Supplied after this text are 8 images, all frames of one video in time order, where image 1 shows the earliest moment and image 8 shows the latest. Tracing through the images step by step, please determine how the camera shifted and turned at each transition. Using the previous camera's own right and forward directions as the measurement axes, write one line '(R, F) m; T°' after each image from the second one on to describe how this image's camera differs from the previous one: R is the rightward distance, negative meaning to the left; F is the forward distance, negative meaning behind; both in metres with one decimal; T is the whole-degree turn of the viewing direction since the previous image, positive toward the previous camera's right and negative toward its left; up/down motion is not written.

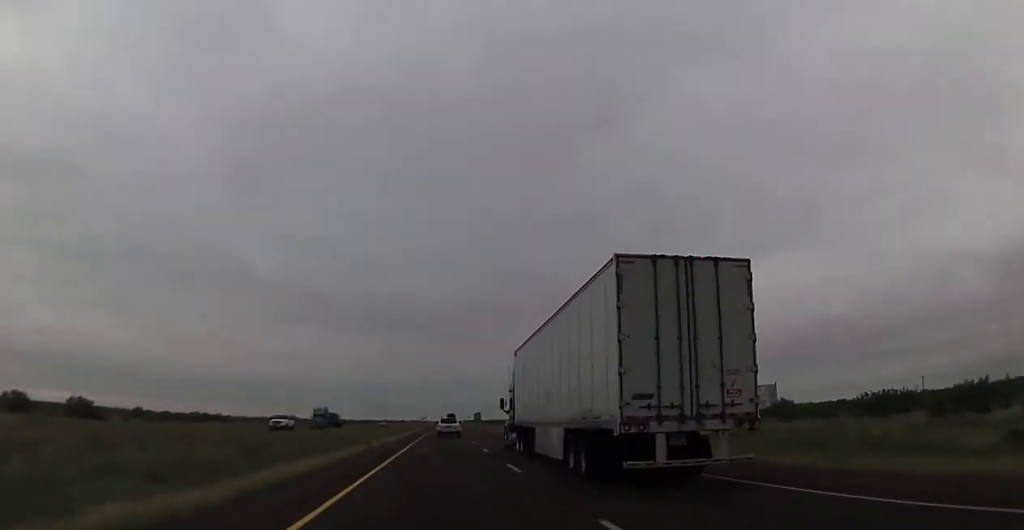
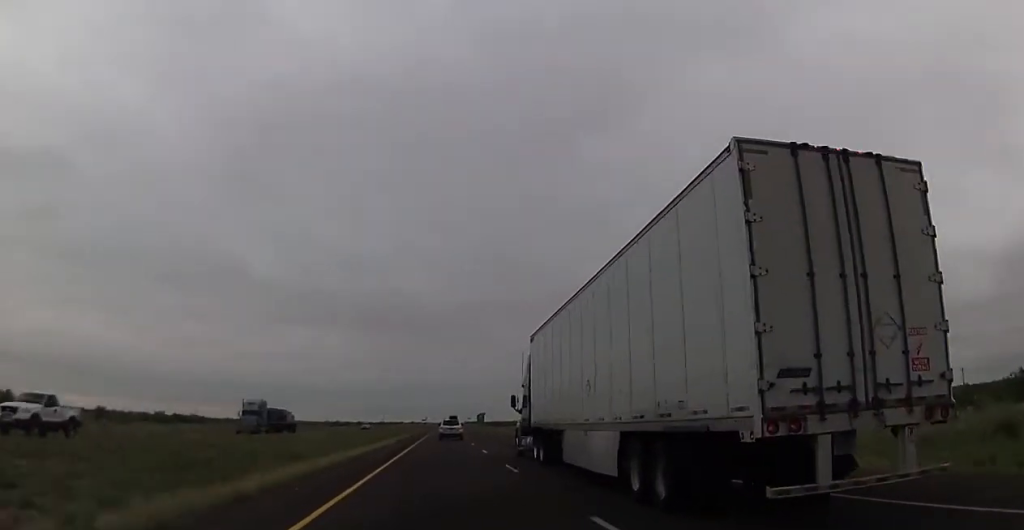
(+0.1, +23.7) m; 0°
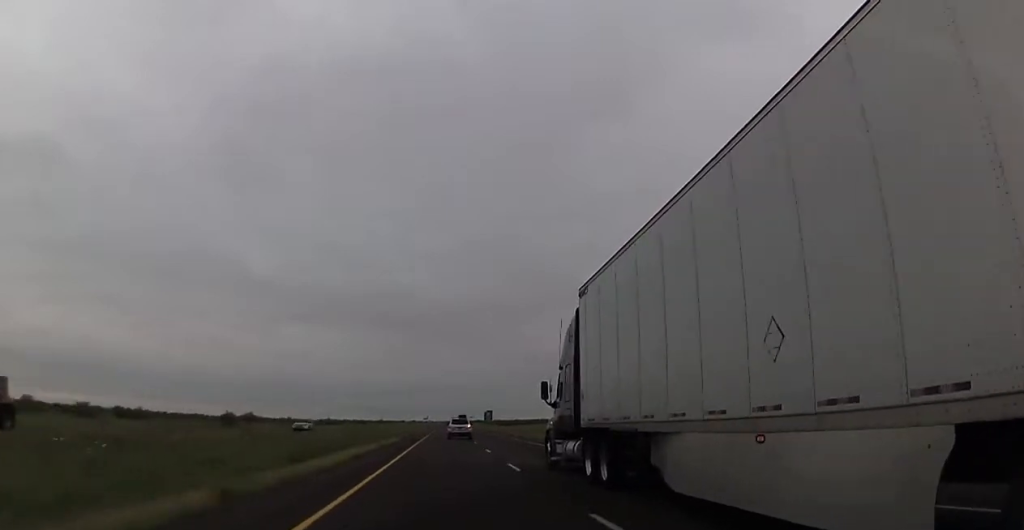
(-0.2, +36.1) m; -1°
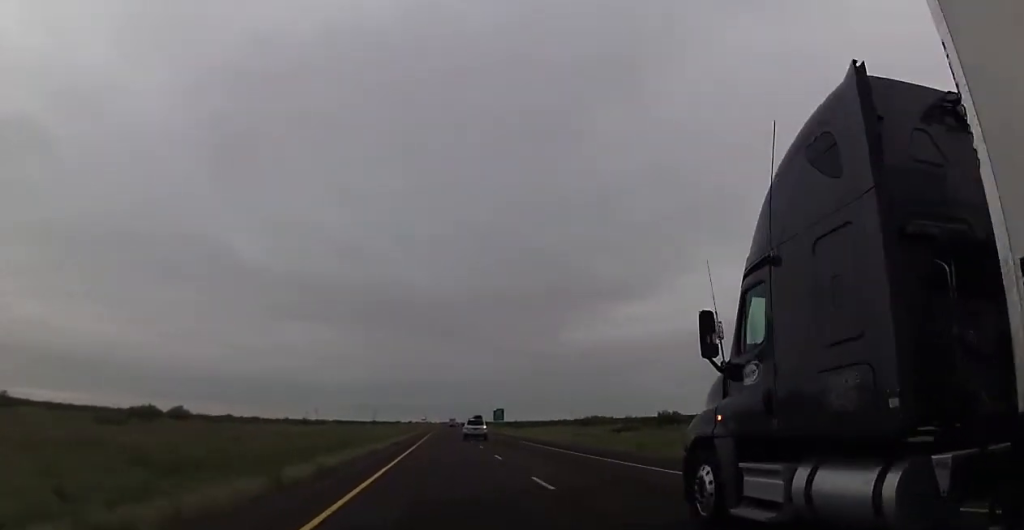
(0.0, +53.4) m; 0°
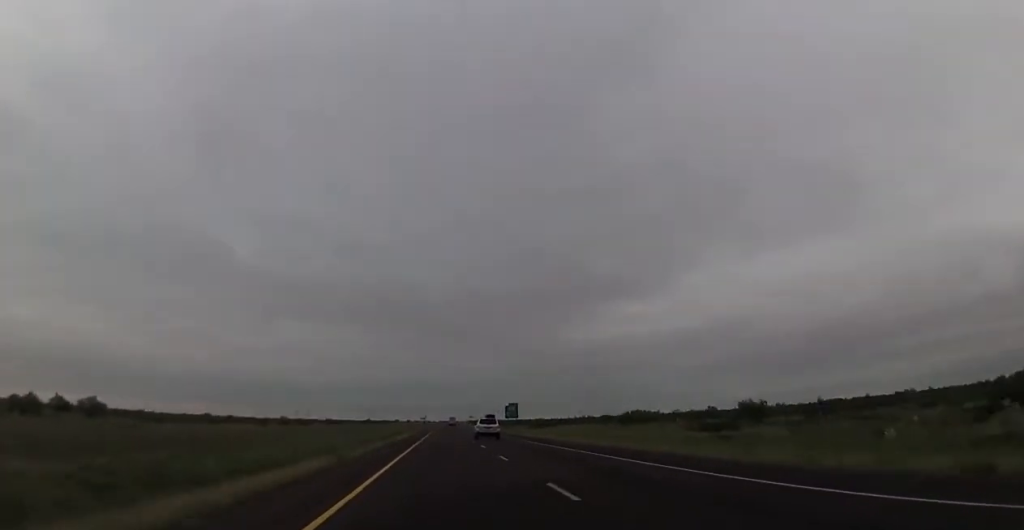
(-0.3, +38.6) m; 0°
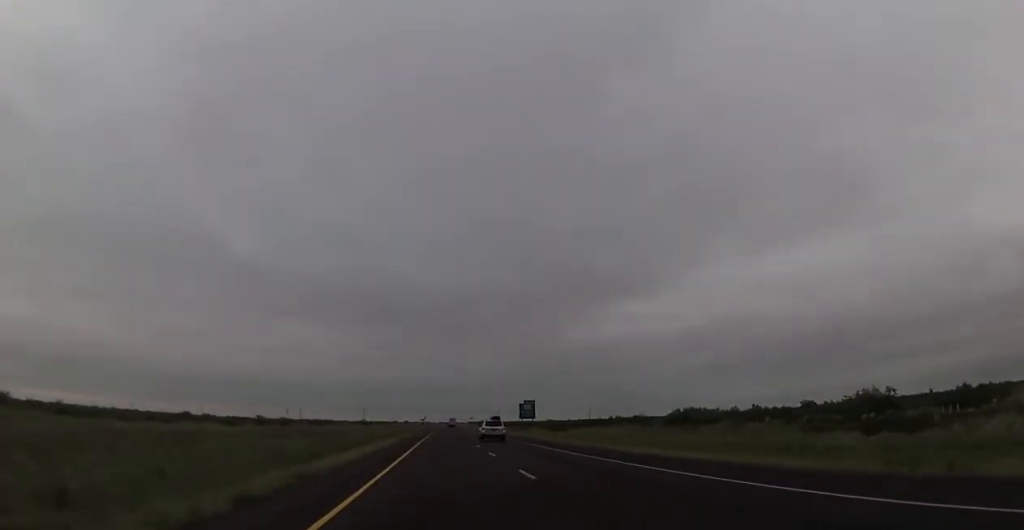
(+0.2, +31.1) m; +1°
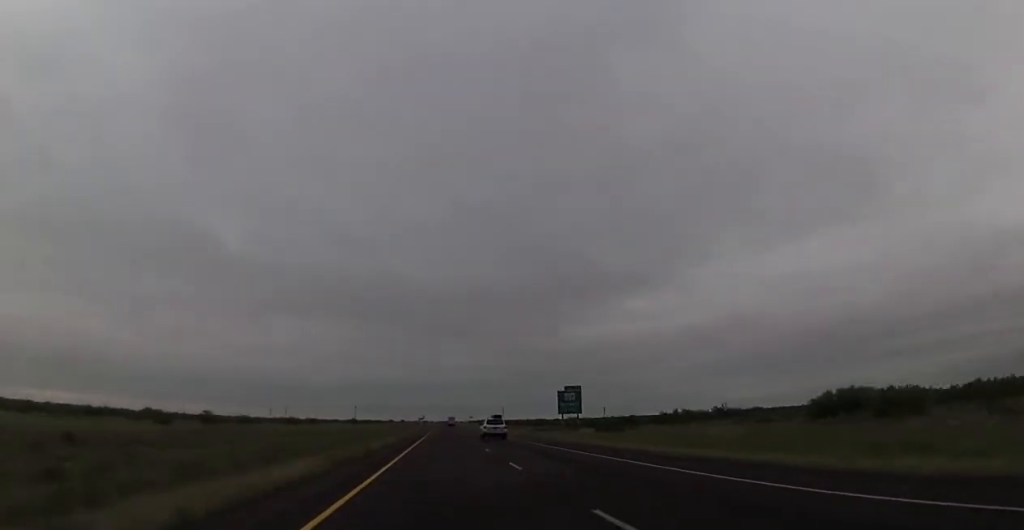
(+0.2, +46.0) m; 0°
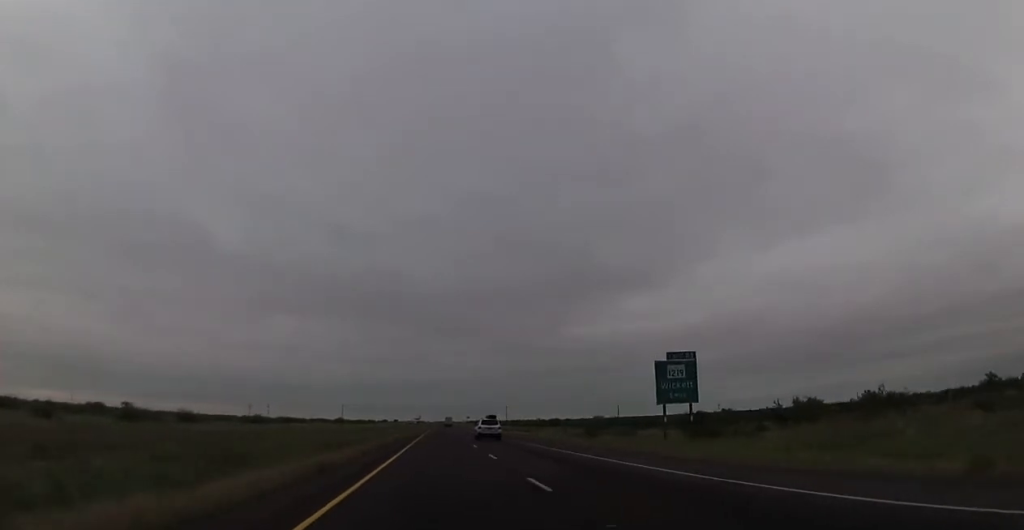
(-0.5, +42.3) m; 0°
